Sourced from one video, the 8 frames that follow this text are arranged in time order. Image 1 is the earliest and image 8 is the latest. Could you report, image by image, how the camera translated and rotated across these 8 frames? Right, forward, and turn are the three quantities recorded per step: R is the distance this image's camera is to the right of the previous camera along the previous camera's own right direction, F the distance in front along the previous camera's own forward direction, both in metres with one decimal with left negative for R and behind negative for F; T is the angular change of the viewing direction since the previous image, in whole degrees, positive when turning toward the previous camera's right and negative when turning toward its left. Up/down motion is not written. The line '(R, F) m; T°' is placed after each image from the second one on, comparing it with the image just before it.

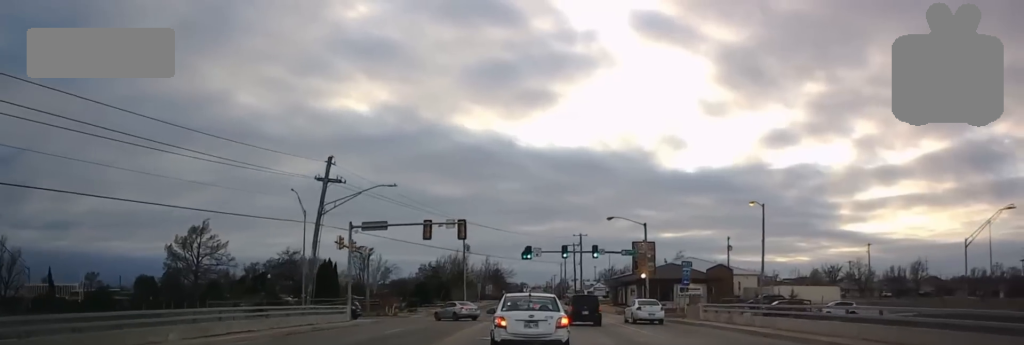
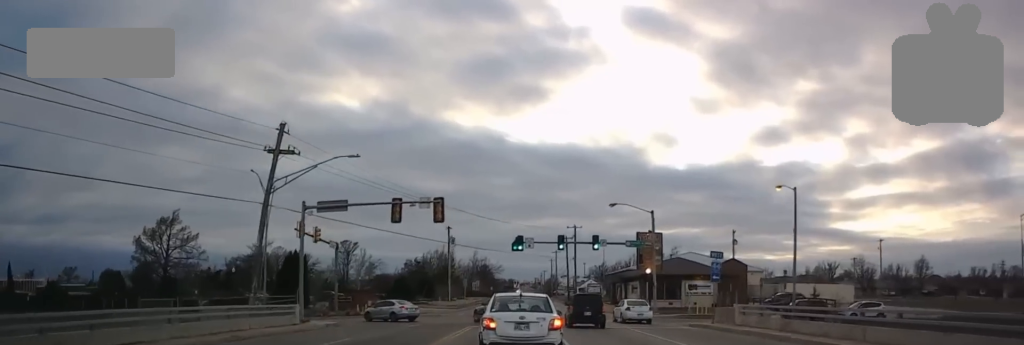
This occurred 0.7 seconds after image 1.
(0.0, +9.1) m; -1°
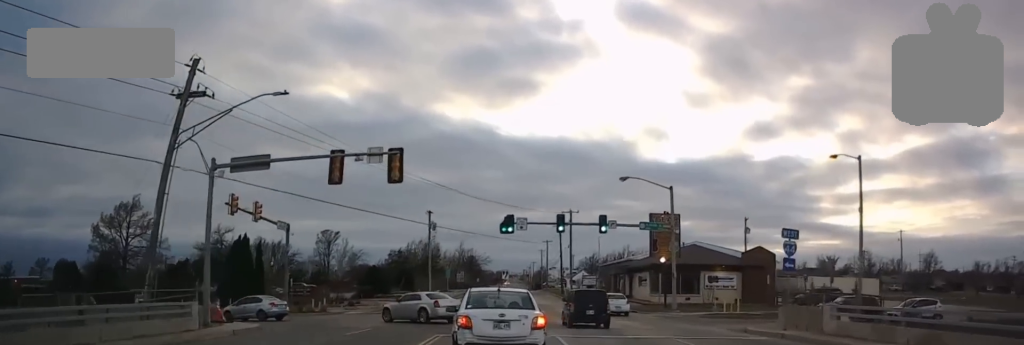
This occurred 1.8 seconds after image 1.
(-0.4, +12.4) m; 0°
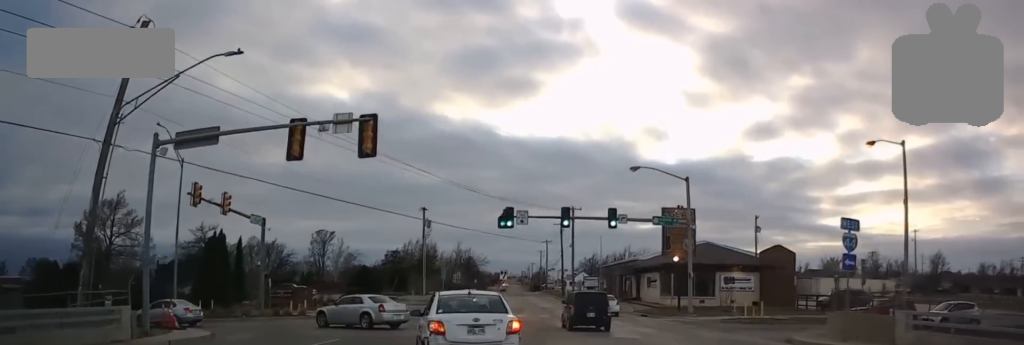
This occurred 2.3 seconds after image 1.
(+0.2, +6.1) m; +1°
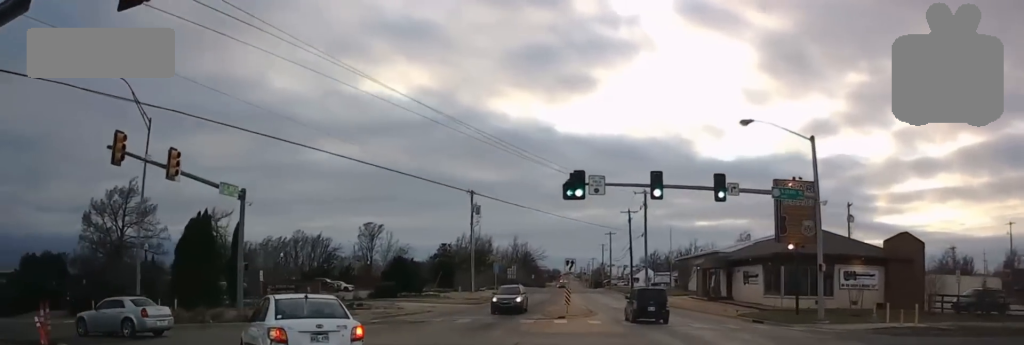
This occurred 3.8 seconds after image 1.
(+0.2, +14.9) m; -1°
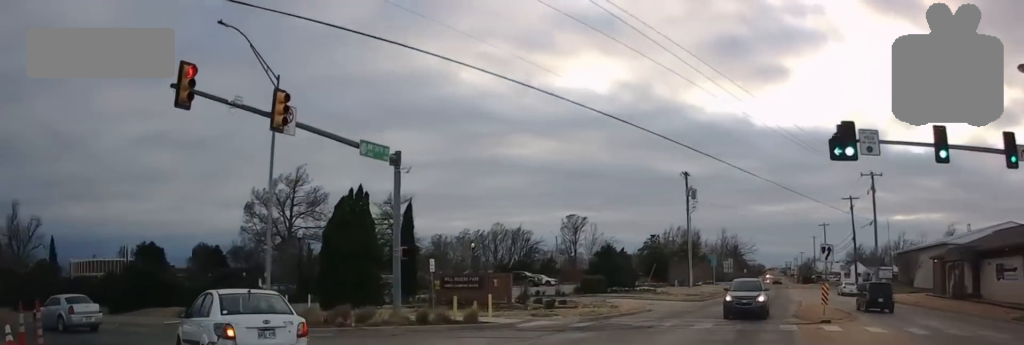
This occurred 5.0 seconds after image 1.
(-0.6, +9.4) m; -8°
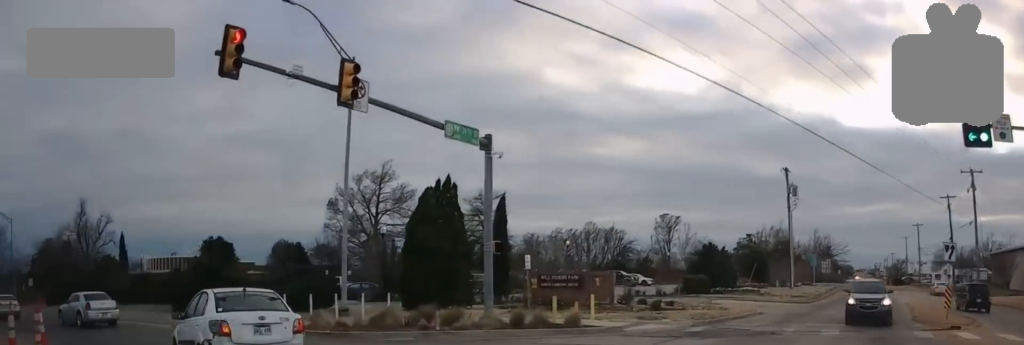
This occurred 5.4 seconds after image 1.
(-0.4, +2.9) m; -2°
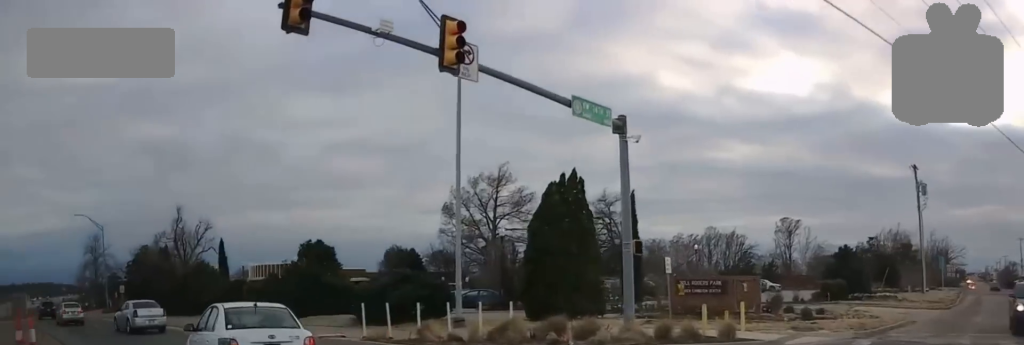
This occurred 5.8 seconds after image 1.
(0.0, +3.3) m; -3°
